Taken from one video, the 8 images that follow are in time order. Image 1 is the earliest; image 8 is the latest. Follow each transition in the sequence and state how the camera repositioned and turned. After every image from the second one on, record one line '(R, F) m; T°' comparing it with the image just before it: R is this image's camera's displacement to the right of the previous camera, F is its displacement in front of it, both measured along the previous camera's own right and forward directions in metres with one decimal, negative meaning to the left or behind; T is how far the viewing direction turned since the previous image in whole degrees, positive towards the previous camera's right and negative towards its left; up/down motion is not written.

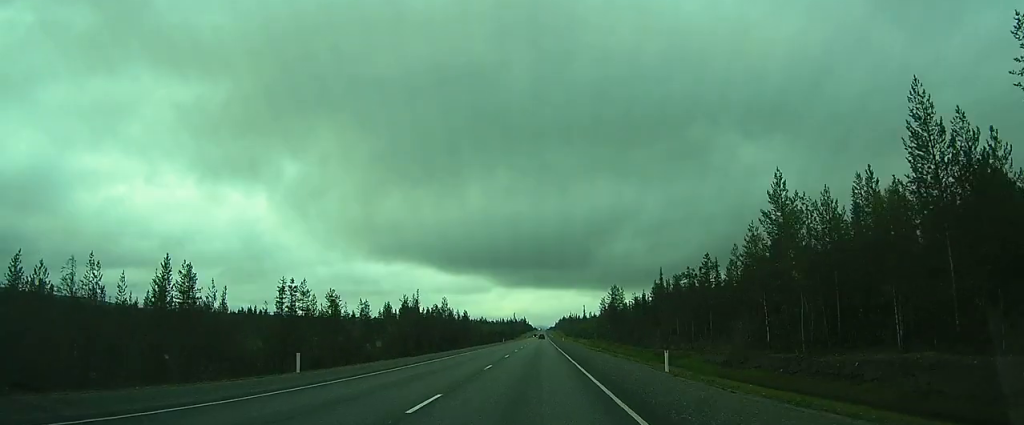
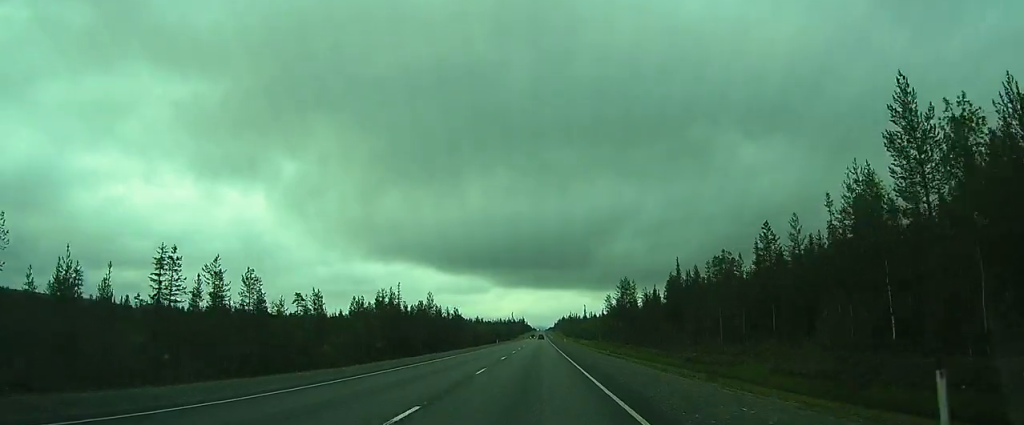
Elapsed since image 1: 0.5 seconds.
(0.0, +14.2) m; 0°
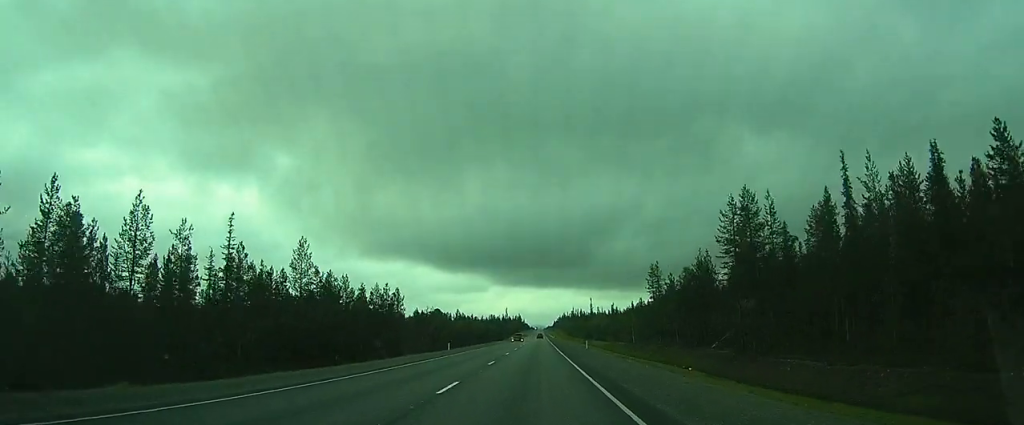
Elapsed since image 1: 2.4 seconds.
(0.0, +54.5) m; 0°
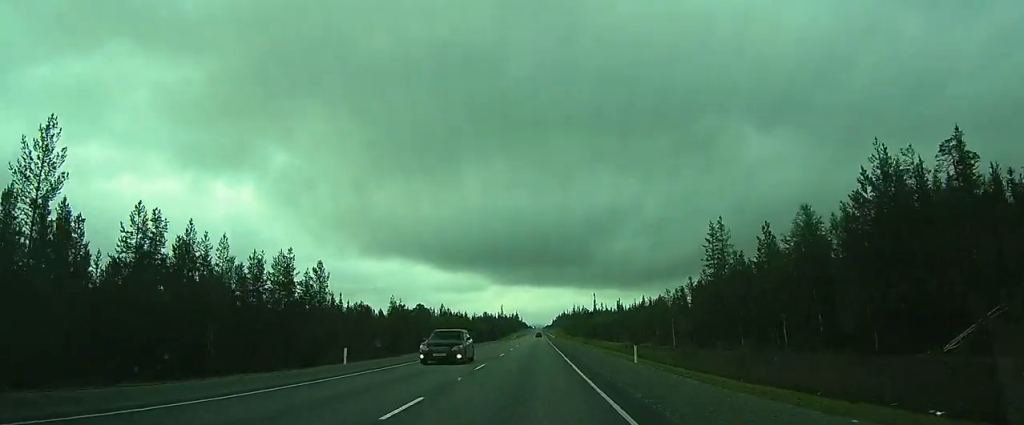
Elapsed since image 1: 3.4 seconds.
(-0.1, +27.6) m; 0°
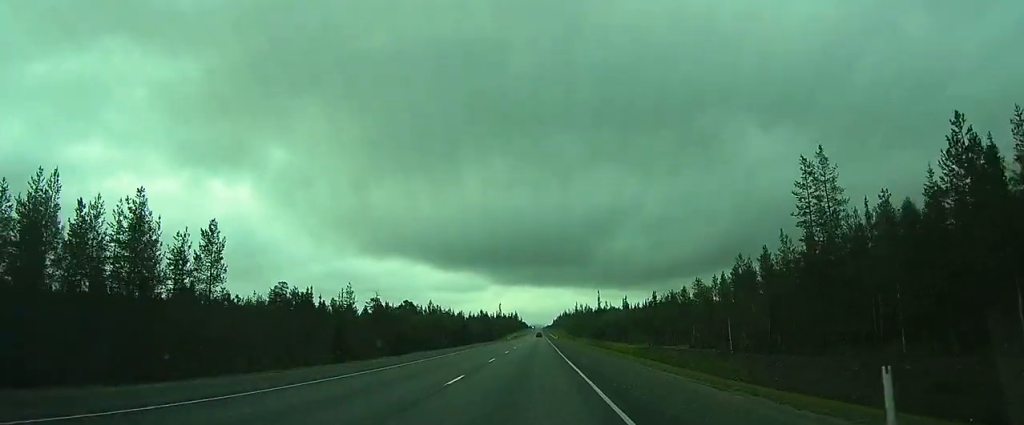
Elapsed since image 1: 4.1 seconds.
(0.0, +18.2) m; 0°
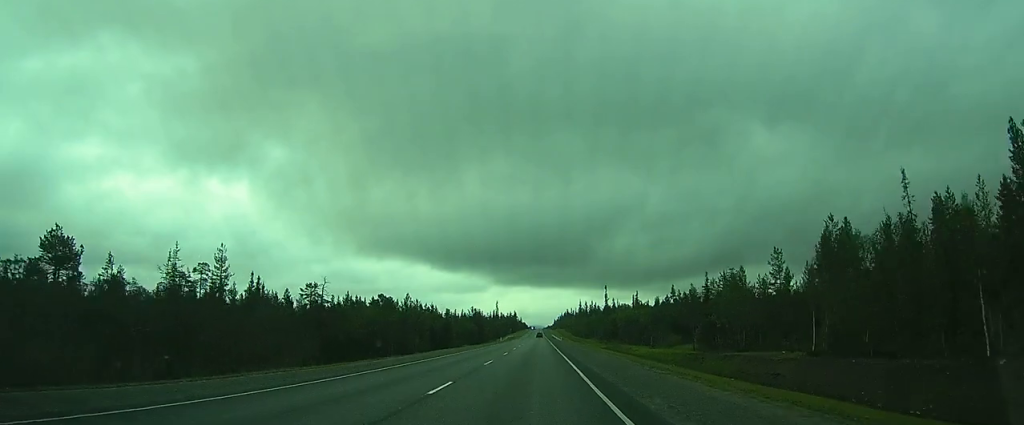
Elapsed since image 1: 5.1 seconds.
(0.0, +26.1) m; 0°
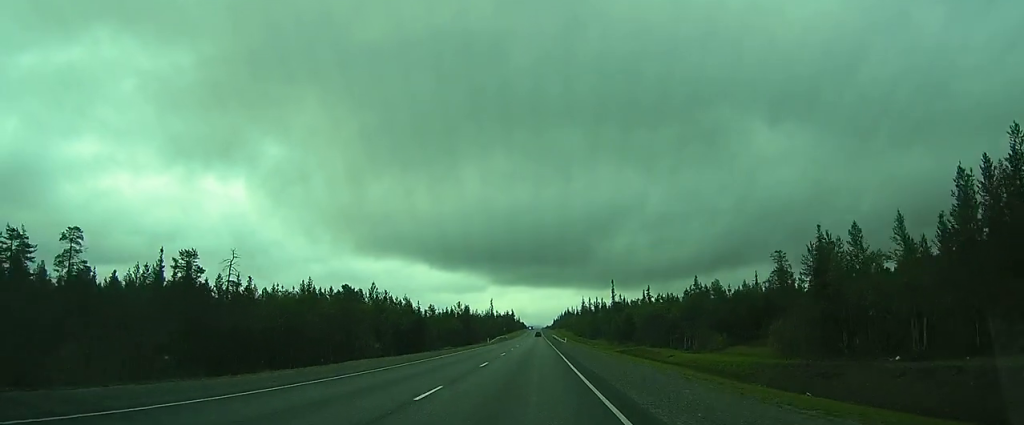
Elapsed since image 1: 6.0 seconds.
(-0.2, +25.0) m; -1°
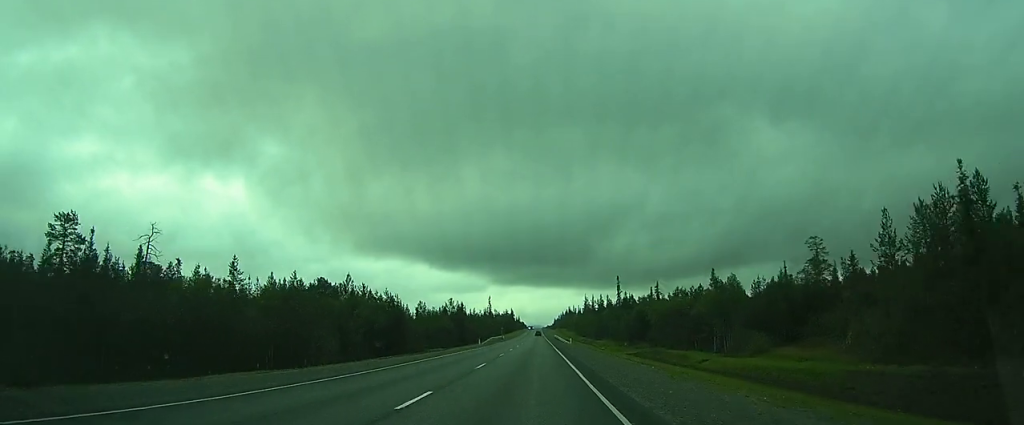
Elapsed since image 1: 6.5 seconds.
(0.0, +13.3) m; 0°
